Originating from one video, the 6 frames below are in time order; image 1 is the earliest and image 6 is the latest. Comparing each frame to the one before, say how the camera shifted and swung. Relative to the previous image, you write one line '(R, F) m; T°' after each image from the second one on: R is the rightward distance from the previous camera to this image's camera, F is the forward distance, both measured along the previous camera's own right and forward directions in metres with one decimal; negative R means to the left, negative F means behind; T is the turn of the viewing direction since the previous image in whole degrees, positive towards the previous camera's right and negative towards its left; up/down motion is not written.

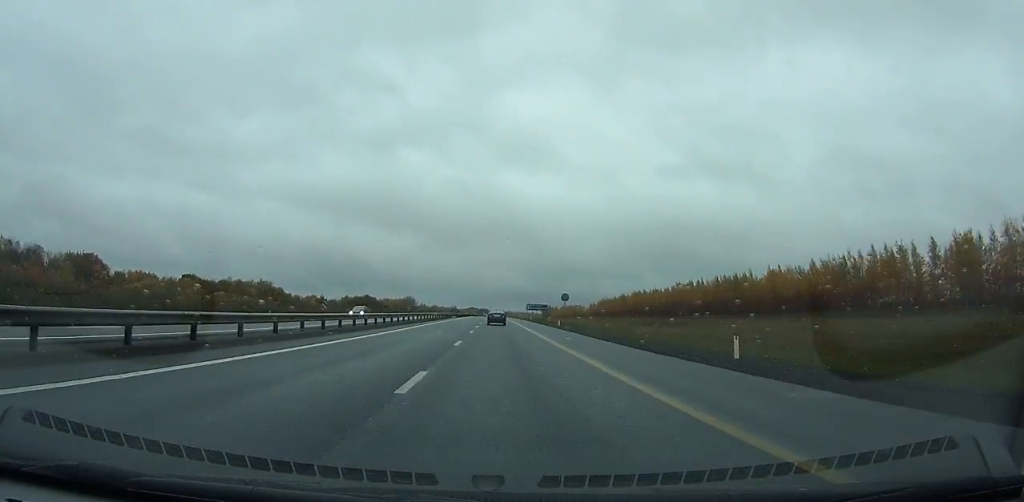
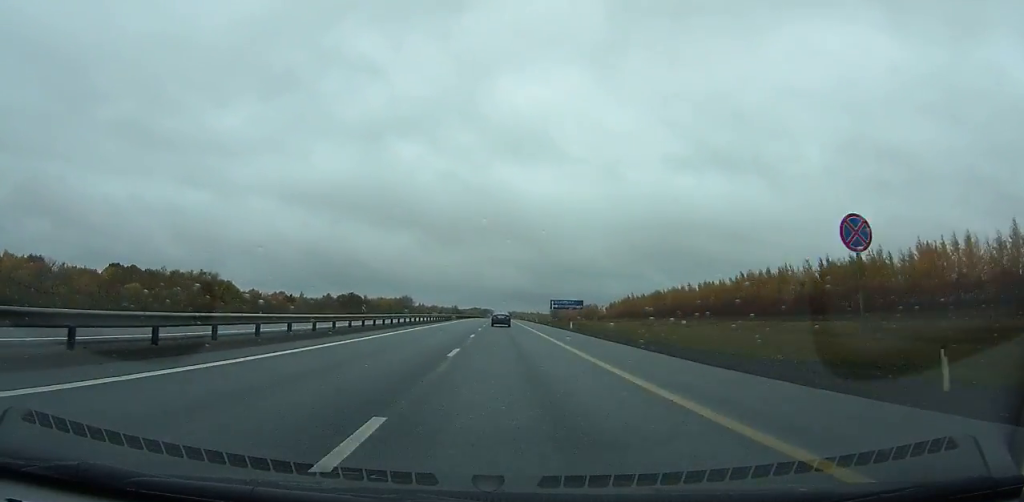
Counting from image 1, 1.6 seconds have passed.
(+0.1, +53.9) m; 0°
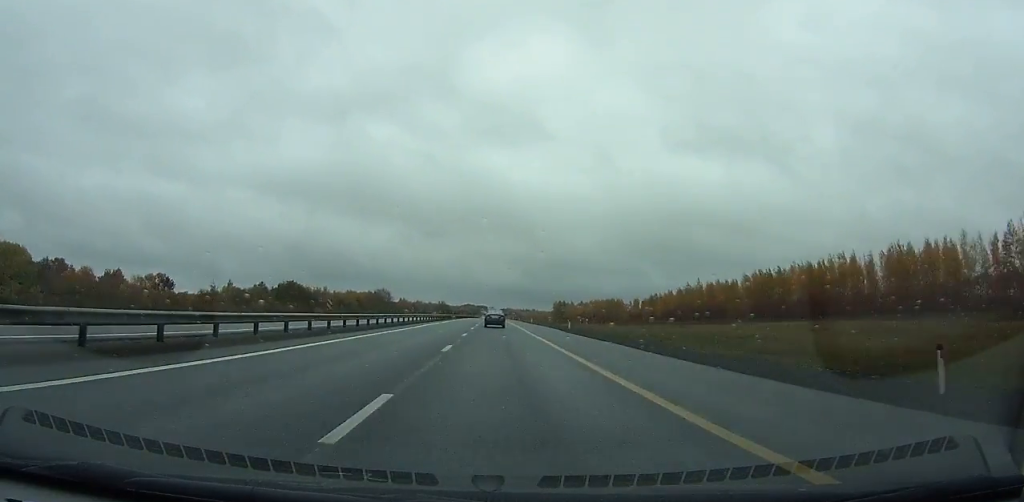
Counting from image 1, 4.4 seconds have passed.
(0.0, +94.5) m; 0°
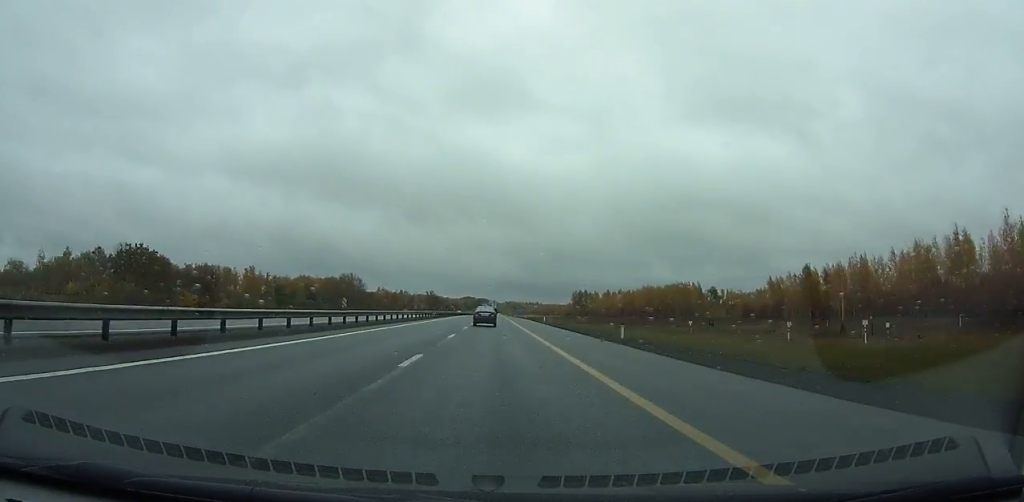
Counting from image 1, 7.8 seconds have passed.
(0.0, +114.8) m; 0°
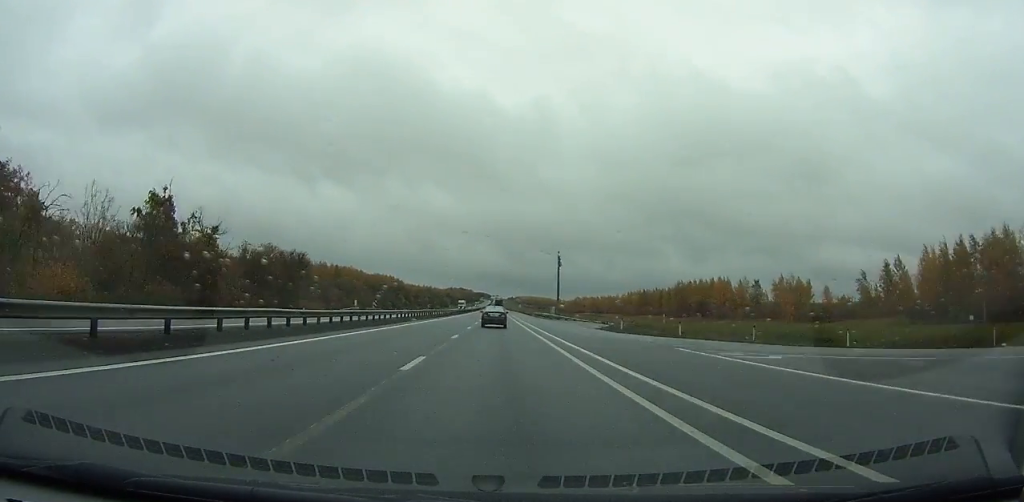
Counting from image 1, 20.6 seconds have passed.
(-0.1, +417.7) m; 0°
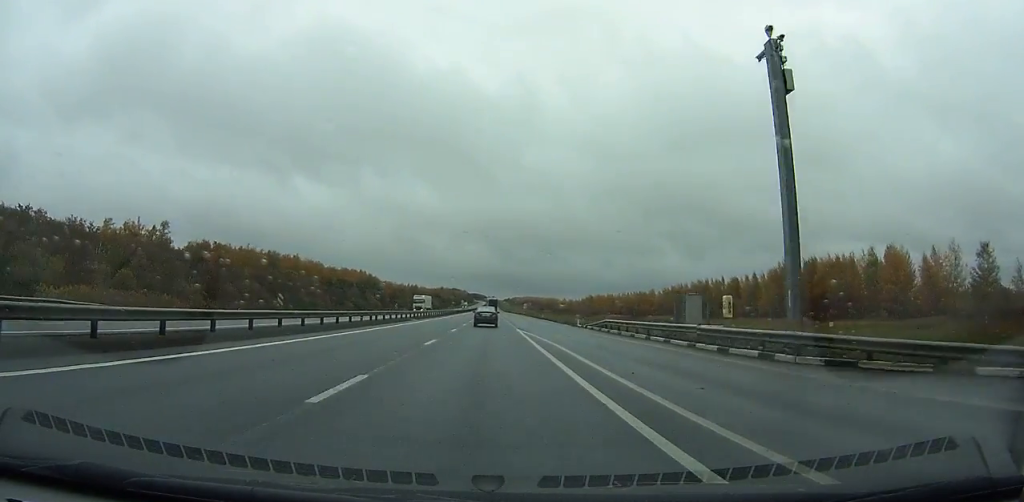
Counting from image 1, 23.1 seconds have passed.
(0.0, +77.9) m; 0°
